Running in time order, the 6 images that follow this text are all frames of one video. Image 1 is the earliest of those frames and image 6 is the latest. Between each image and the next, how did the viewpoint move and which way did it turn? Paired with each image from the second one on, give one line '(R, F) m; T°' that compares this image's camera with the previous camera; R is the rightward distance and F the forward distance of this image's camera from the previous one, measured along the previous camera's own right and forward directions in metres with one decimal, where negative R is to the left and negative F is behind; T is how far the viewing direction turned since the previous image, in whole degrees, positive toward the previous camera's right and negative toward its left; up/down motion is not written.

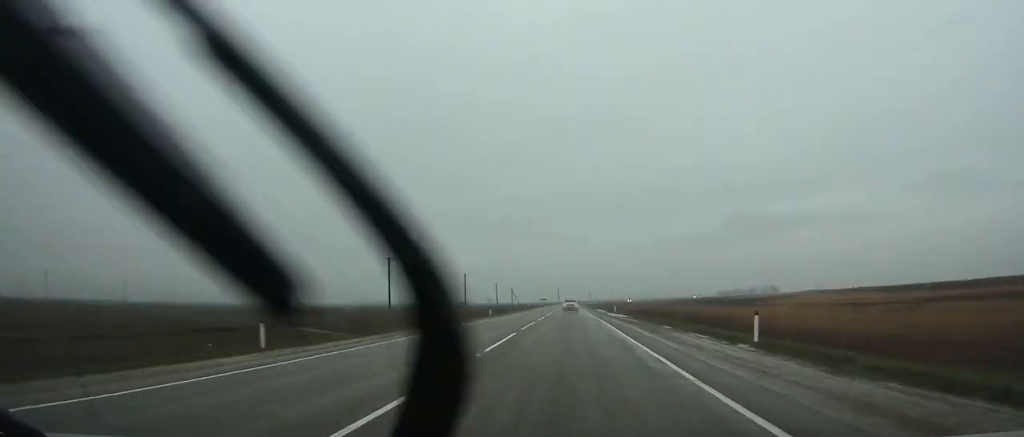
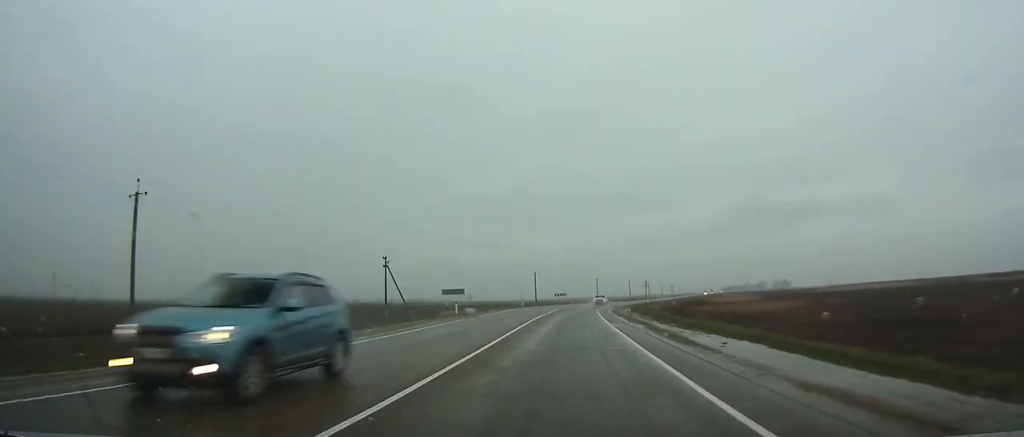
(+0.7, +157.4) m; +3°
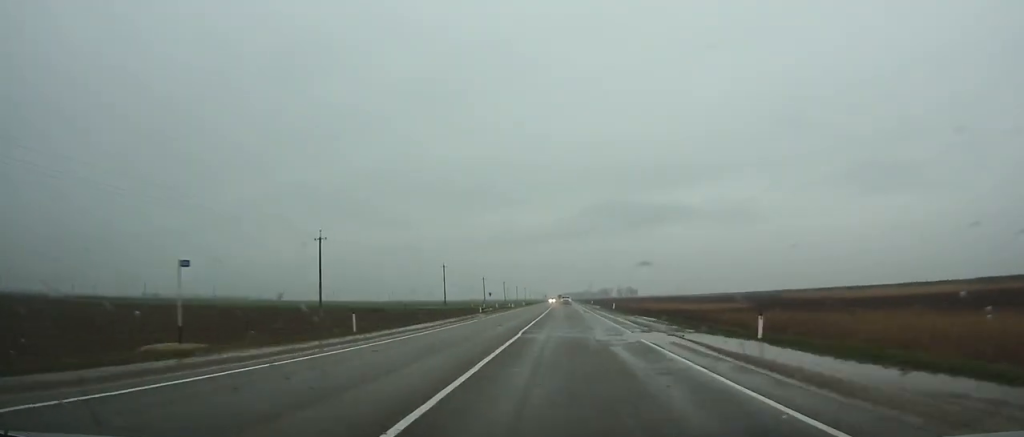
(+18.3, +138.7) m; +13°
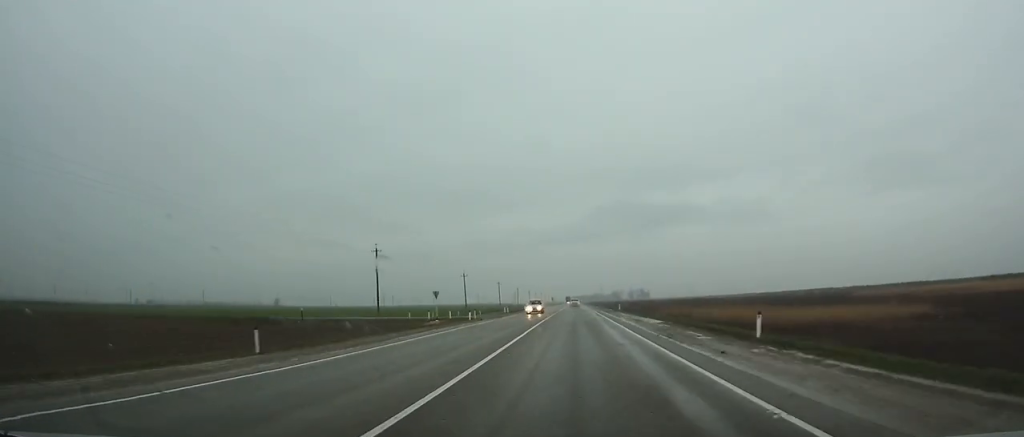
(+0.6, +47.2) m; +1°
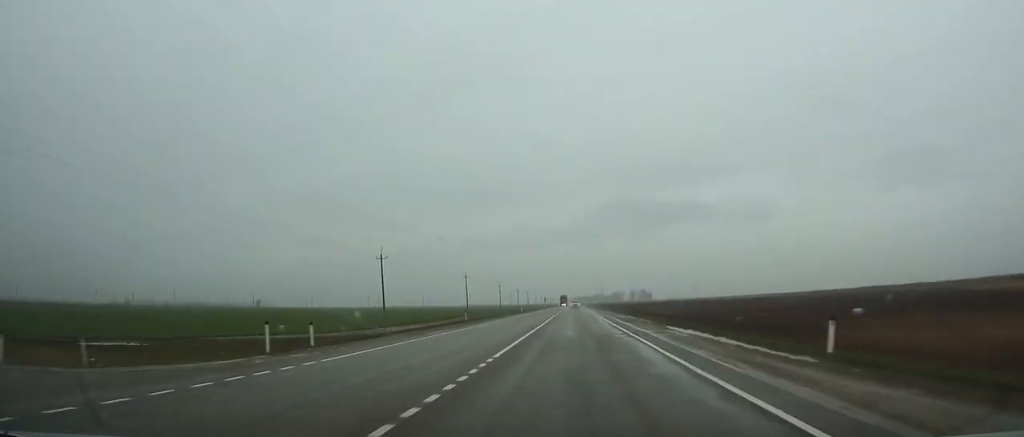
(+0.3, +58.2) m; 0°
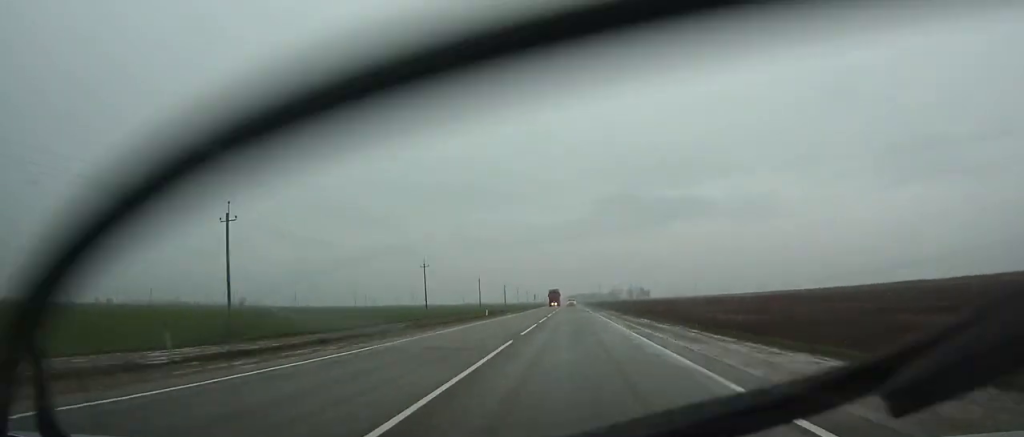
(+0.1, +36.1) m; 0°
